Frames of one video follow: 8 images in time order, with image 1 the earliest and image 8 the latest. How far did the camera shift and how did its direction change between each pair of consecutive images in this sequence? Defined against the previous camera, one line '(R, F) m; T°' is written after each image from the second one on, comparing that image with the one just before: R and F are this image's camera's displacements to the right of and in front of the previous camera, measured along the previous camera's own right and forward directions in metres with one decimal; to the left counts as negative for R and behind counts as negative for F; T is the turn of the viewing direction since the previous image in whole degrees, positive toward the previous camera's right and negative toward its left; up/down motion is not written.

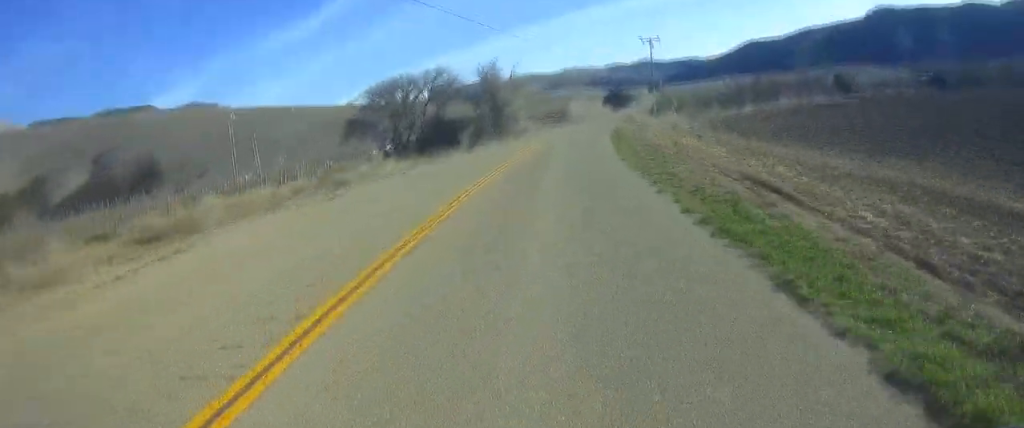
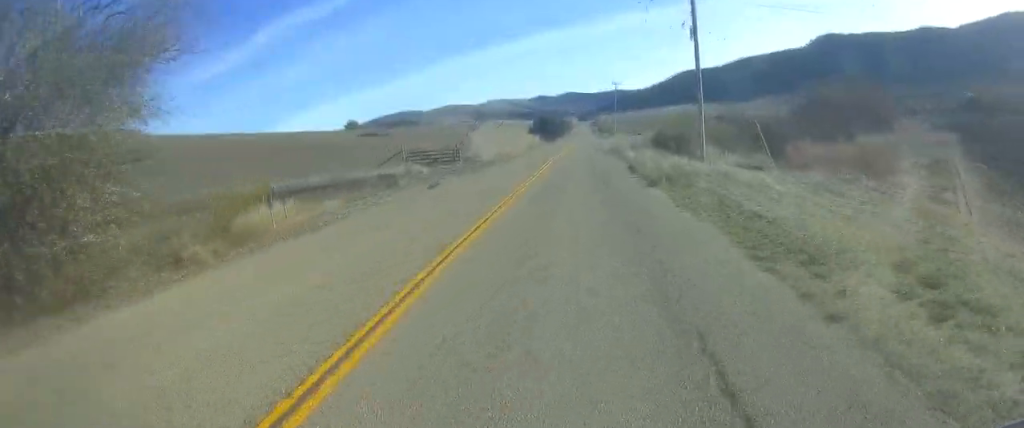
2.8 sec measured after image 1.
(+8.6, +58.5) m; +16°
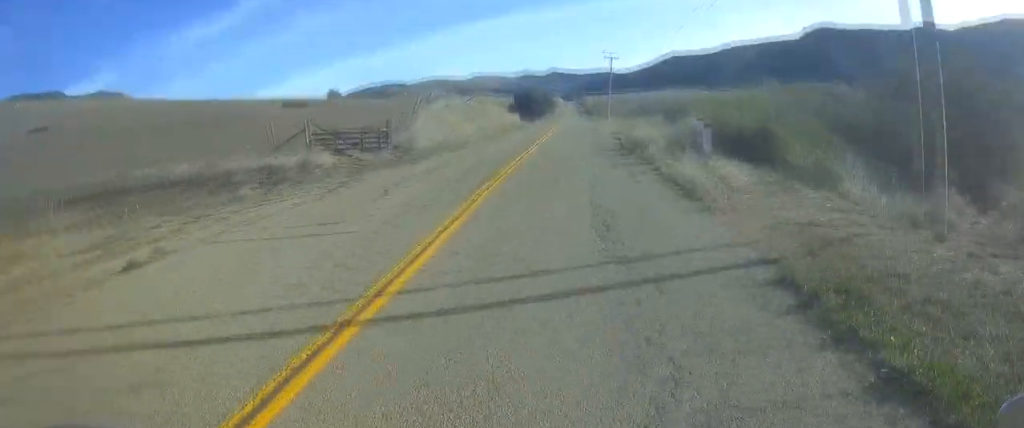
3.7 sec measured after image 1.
(0.0, +20.9) m; 0°
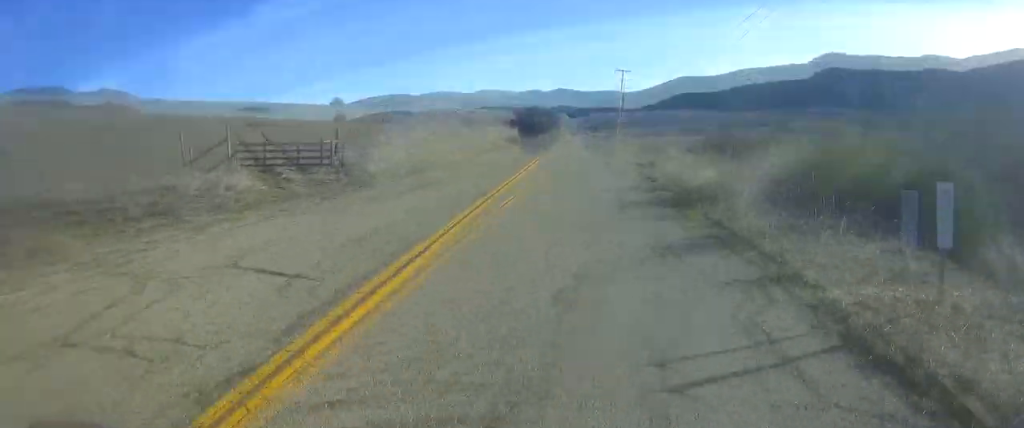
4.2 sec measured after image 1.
(0.0, +10.6) m; 0°
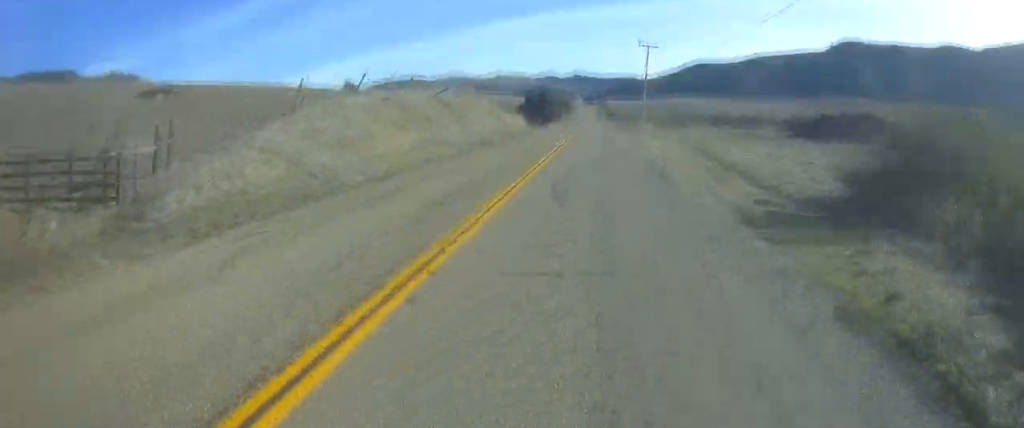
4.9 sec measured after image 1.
(0.0, +16.9) m; 0°
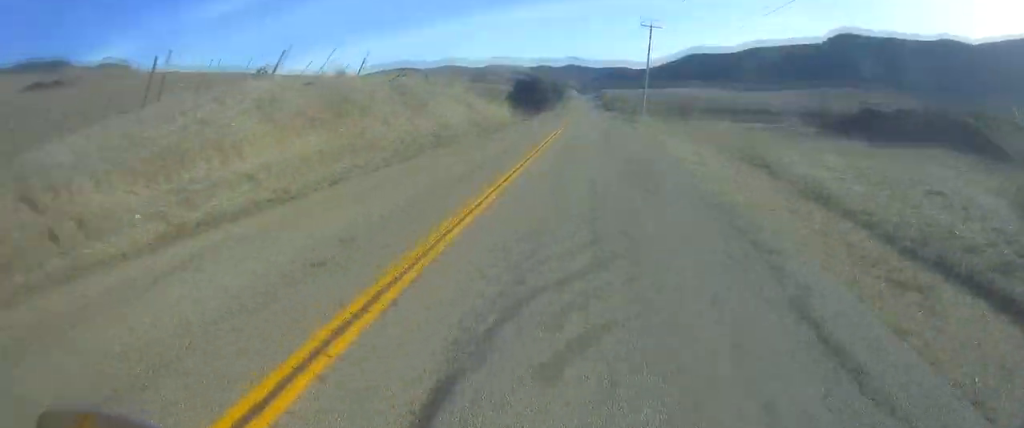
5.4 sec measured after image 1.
(0.0, +10.8) m; 0°
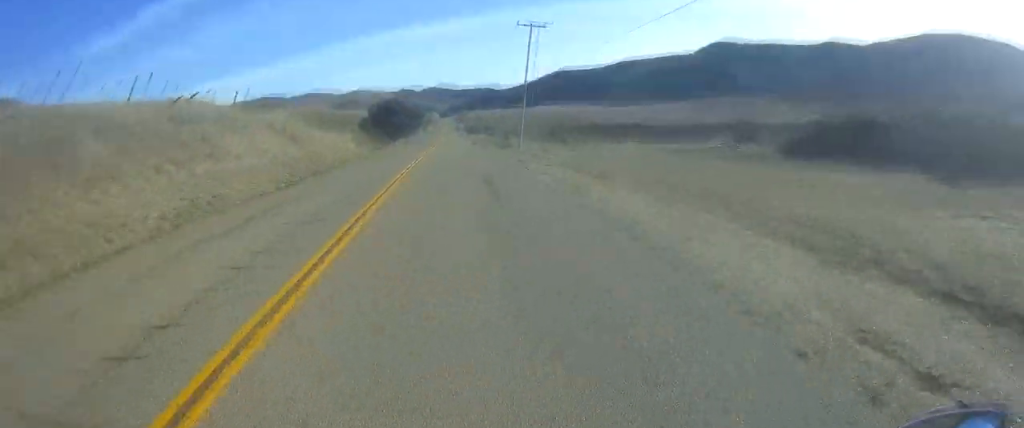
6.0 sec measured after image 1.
(0.0, +15.2) m; 0°
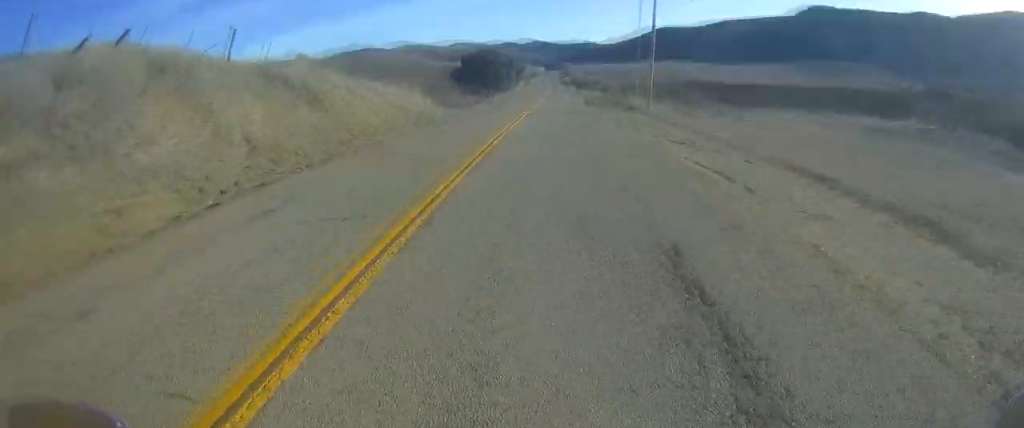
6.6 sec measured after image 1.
(0.0, +14.5) m; 0°
